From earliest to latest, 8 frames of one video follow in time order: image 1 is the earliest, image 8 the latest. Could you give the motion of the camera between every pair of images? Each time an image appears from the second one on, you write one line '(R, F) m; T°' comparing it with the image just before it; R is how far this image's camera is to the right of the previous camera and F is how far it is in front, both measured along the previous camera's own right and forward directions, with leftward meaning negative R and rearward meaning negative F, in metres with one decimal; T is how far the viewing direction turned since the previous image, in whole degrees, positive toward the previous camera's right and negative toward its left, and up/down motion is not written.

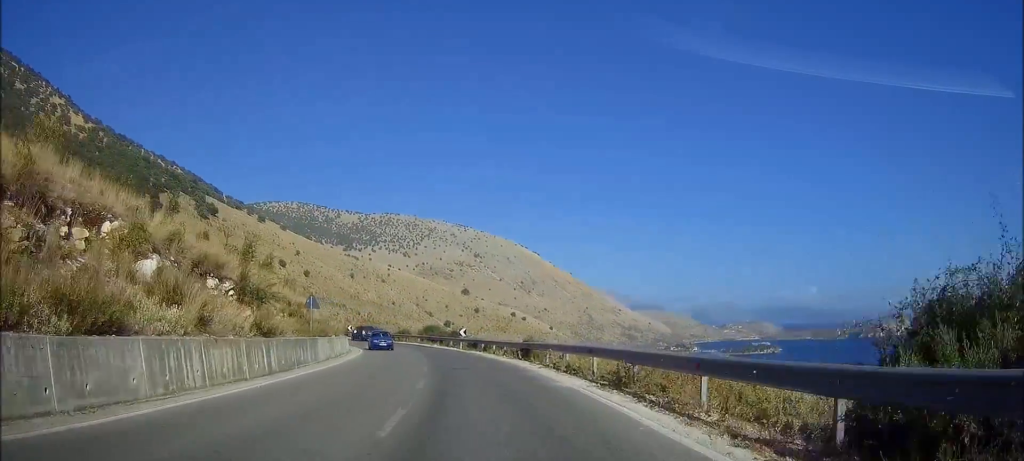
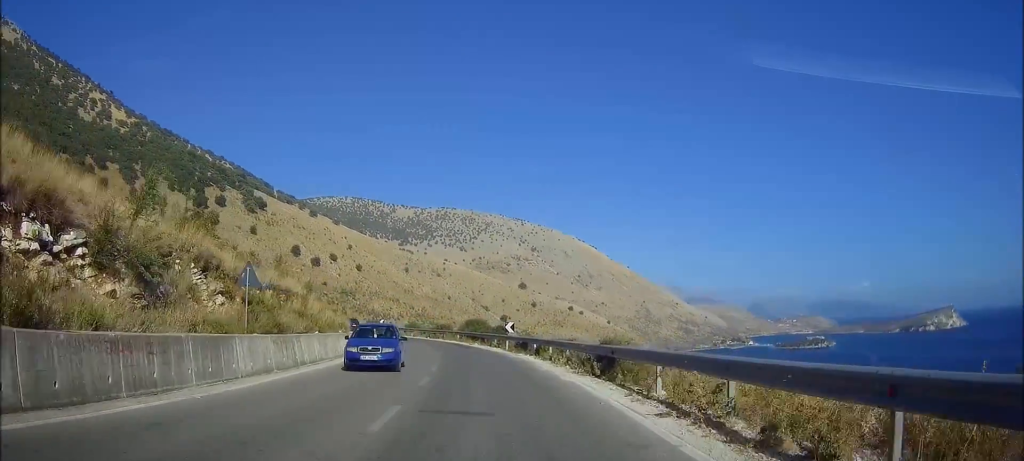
(0.0, +13.8) m; -4°
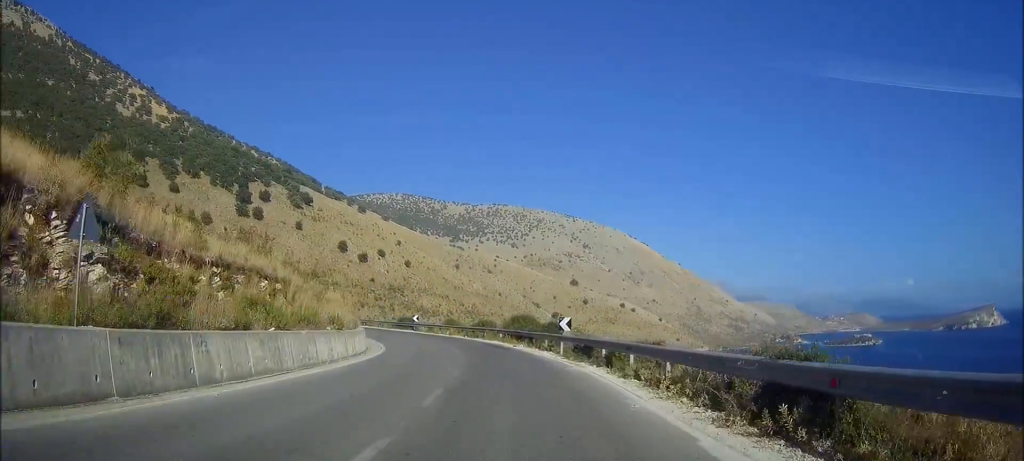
(-0.6, +10.4) m; -6°
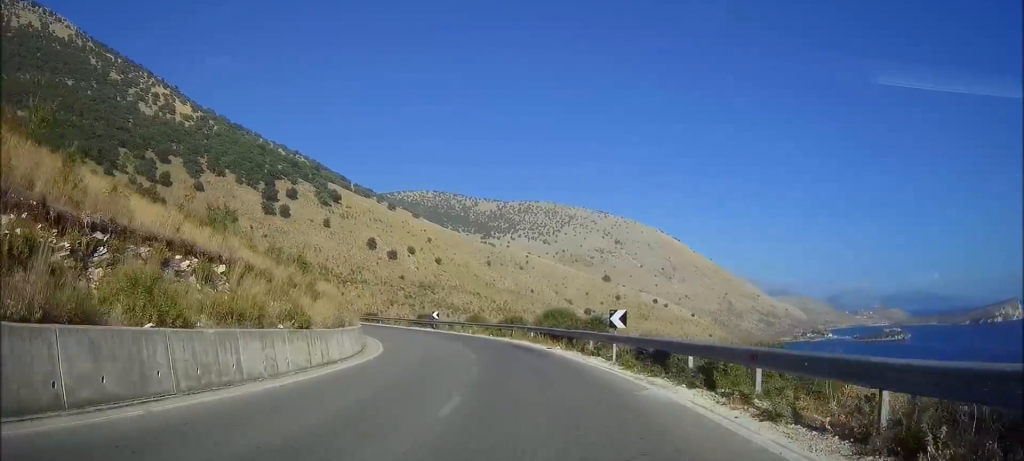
(-0.3, +8.1) m; -4°
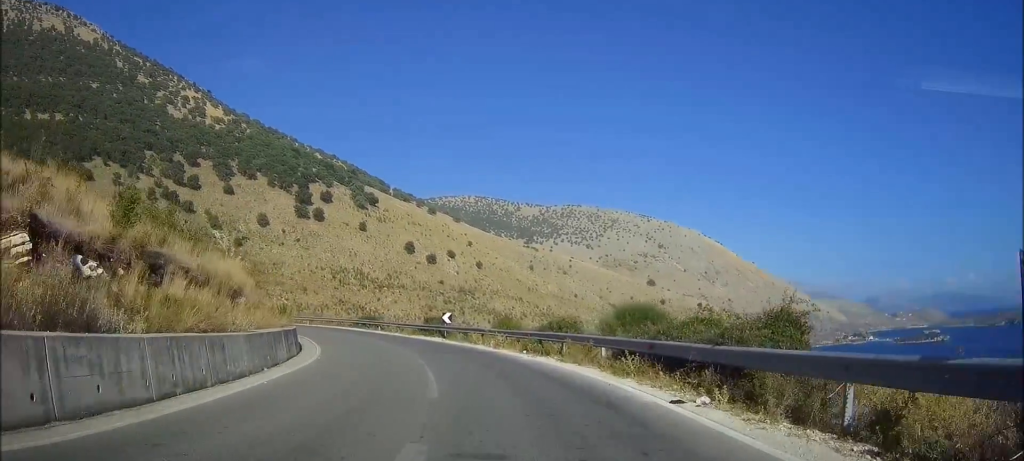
(-1.3, +18.9) m; -4°
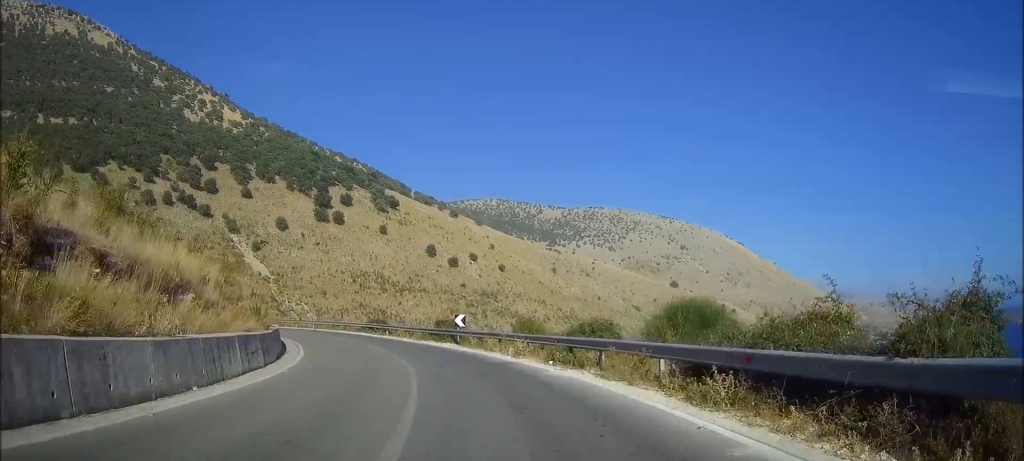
(0.0, +5.4) m; 0°
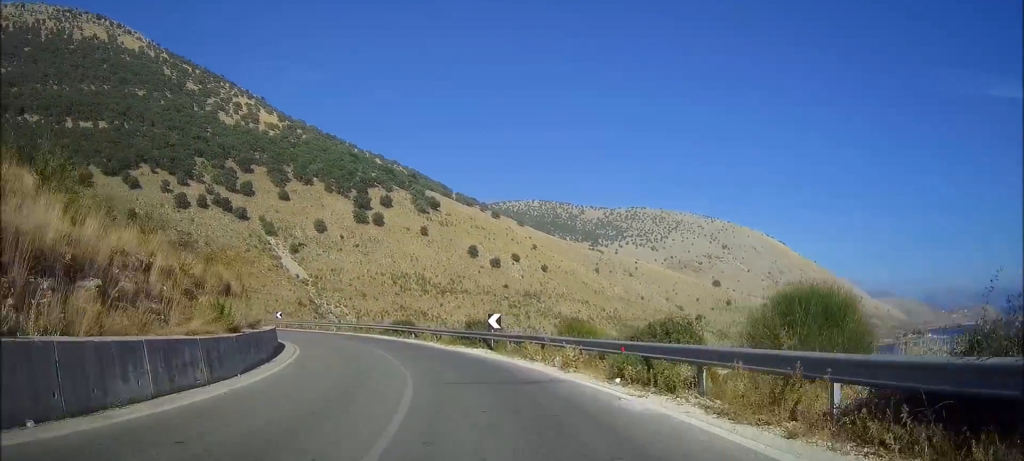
(0.0, +6.5) m; -4°
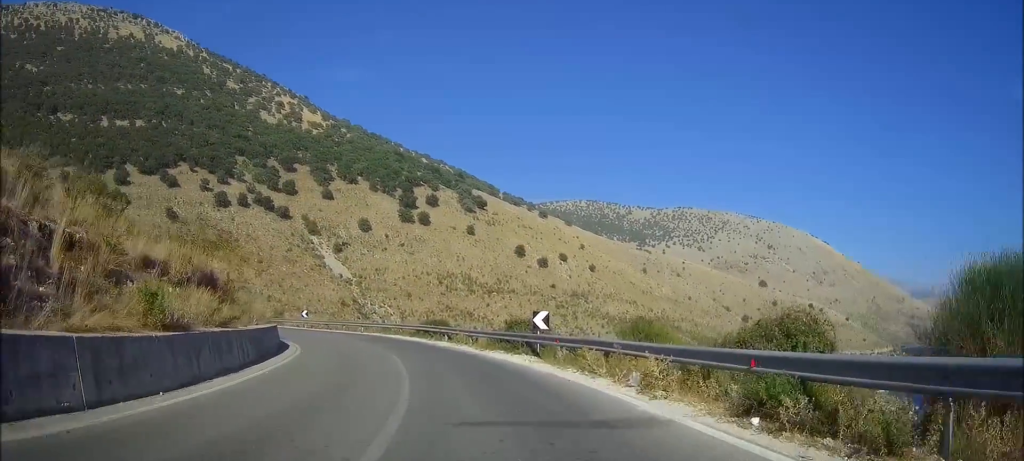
(+0.5, +6.0) m; -4°
